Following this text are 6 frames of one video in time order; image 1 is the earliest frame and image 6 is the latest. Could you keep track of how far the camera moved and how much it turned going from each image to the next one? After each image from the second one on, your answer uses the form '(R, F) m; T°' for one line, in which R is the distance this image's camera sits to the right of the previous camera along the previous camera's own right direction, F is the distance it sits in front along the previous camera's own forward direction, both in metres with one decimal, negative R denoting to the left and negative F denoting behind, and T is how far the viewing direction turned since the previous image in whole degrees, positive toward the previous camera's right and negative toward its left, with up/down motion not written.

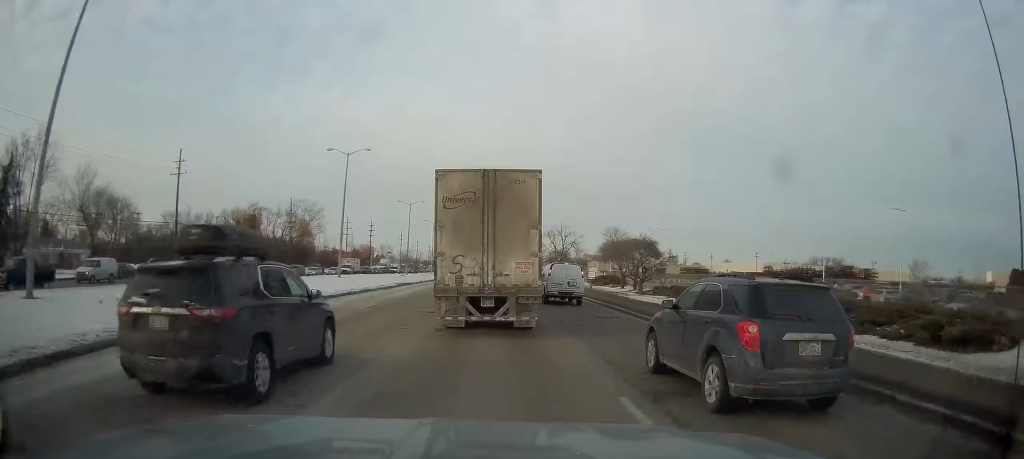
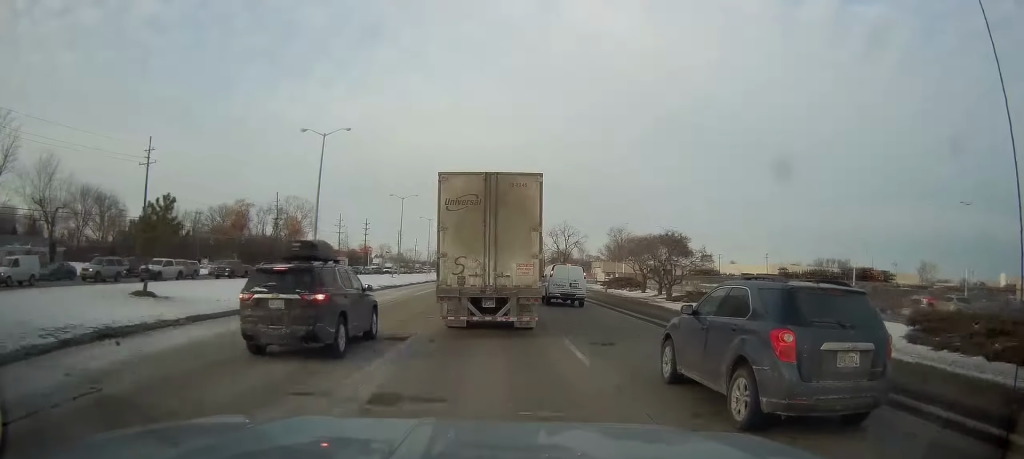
(-0.4, +8.9) m; 0°
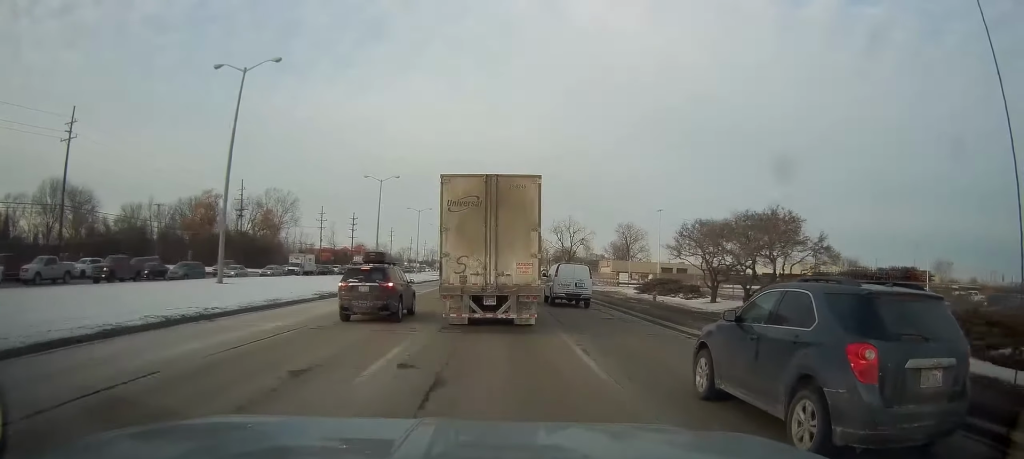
(+0.4, +17.8) m; +2°
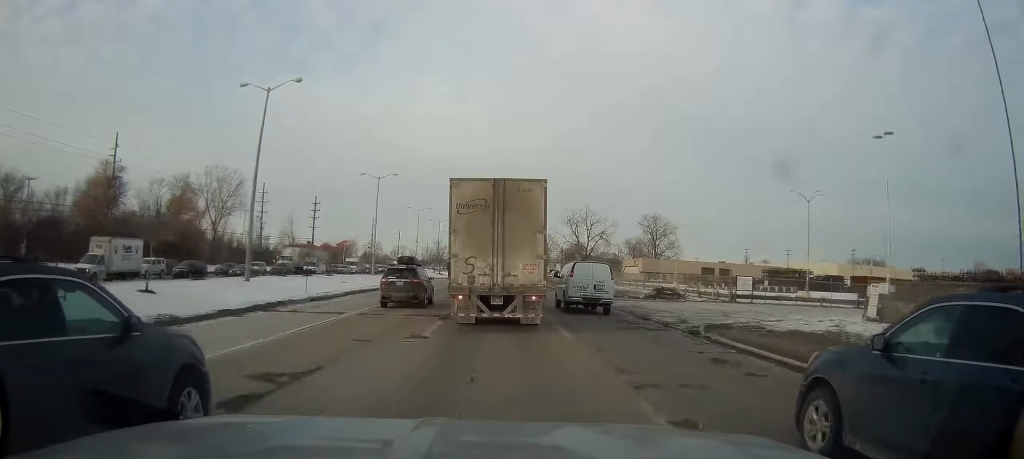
(-0.3, +39.4) m; -2°
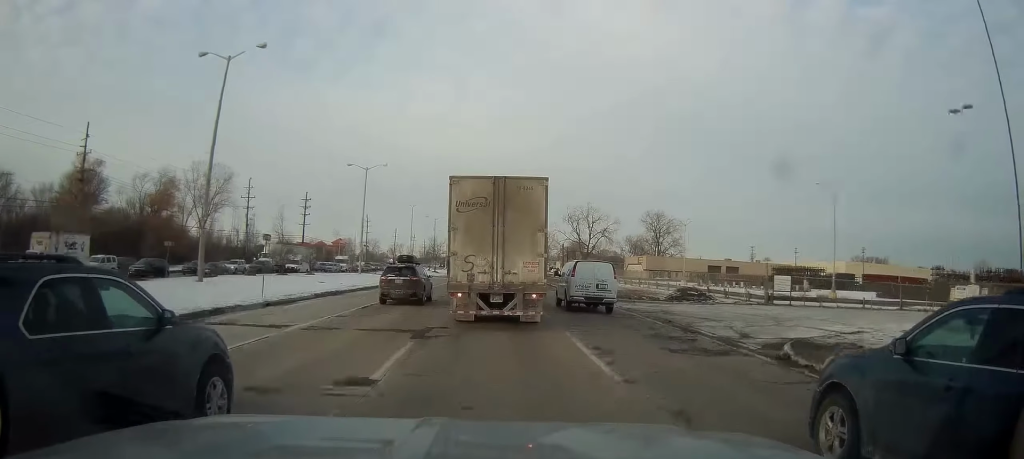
(-0.3, +5.9) m; 0°
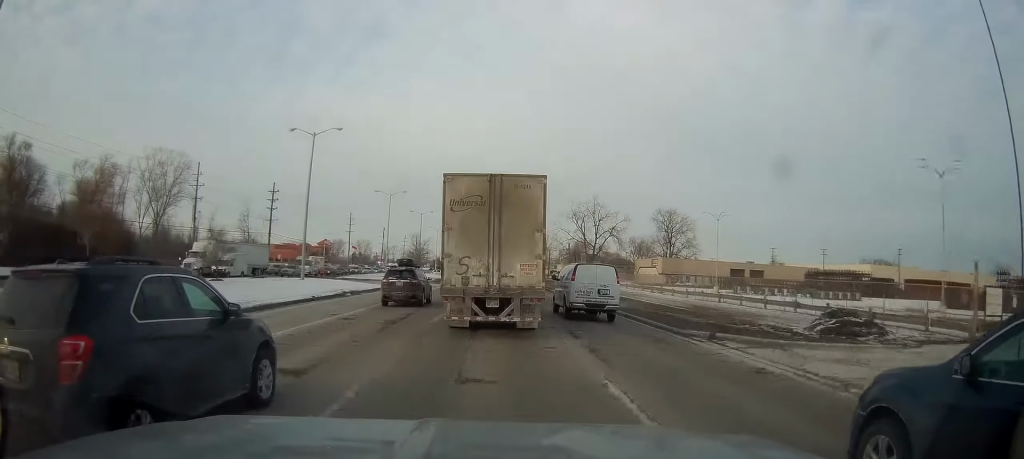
(+0.6, +18.0) m; +3°
